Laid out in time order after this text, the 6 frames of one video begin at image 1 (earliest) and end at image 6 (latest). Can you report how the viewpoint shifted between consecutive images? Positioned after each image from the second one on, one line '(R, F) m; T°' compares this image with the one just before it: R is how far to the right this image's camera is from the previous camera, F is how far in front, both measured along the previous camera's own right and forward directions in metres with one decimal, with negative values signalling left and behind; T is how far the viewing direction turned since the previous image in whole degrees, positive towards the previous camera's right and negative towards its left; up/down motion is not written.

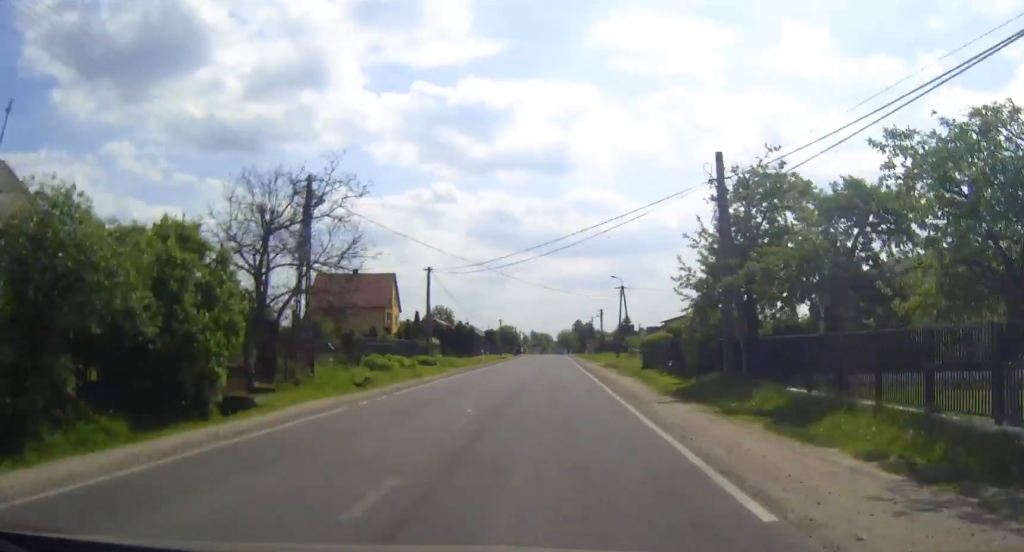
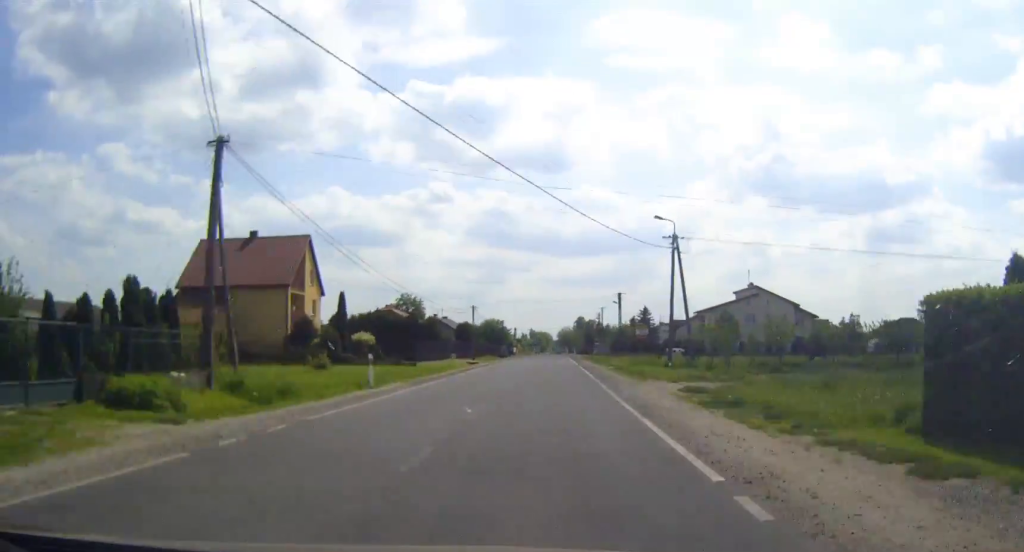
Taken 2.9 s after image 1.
(0.0, +40.2) m; 0°
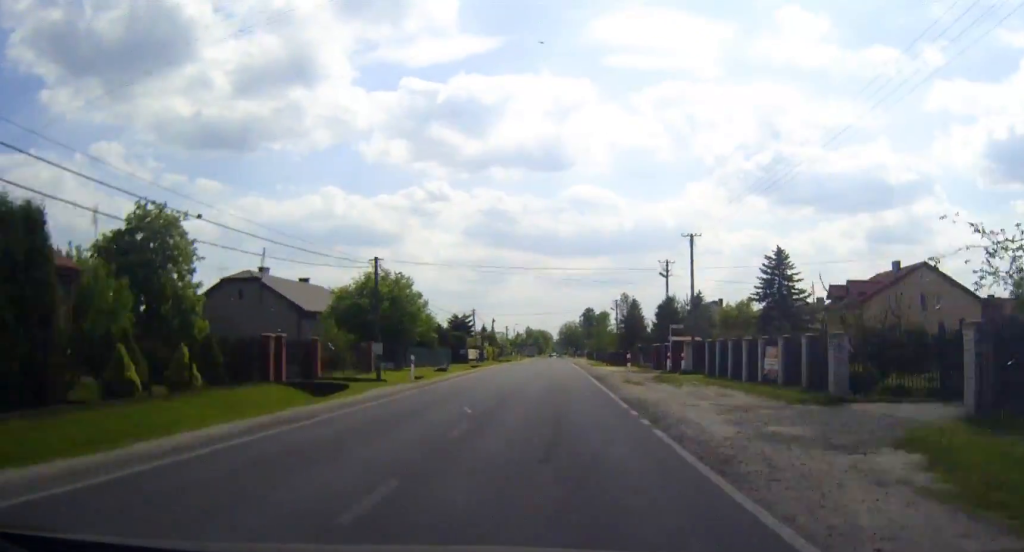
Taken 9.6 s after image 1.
(-0.3, +93.1) m; 0°
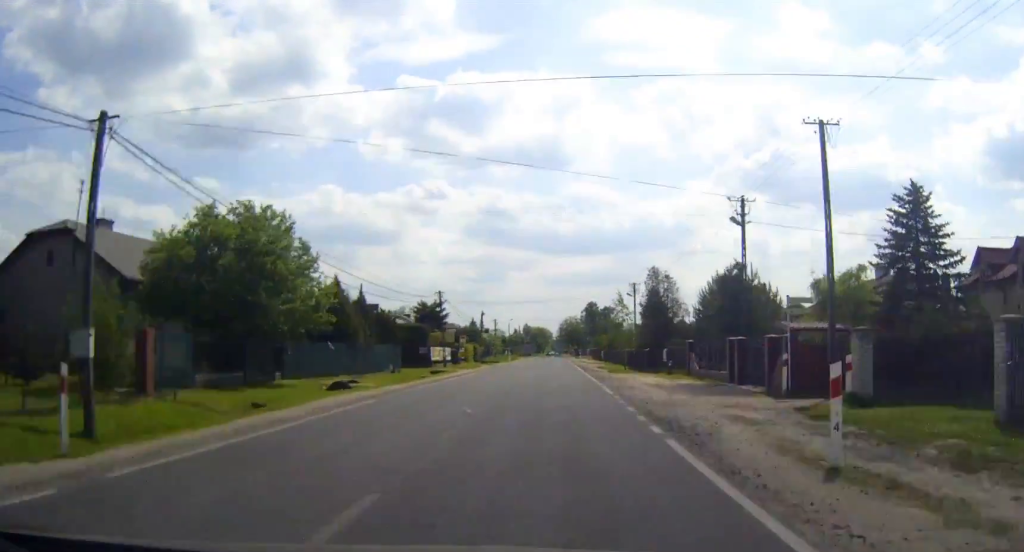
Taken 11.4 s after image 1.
(0.0, +25.0) m; 0°
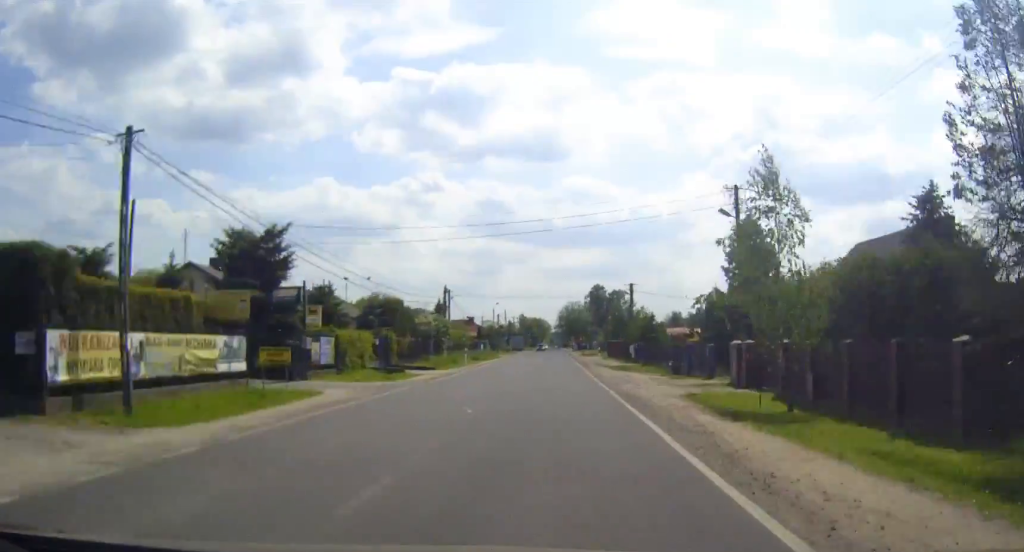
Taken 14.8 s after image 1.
(+0.1, +47.4) m; 0°
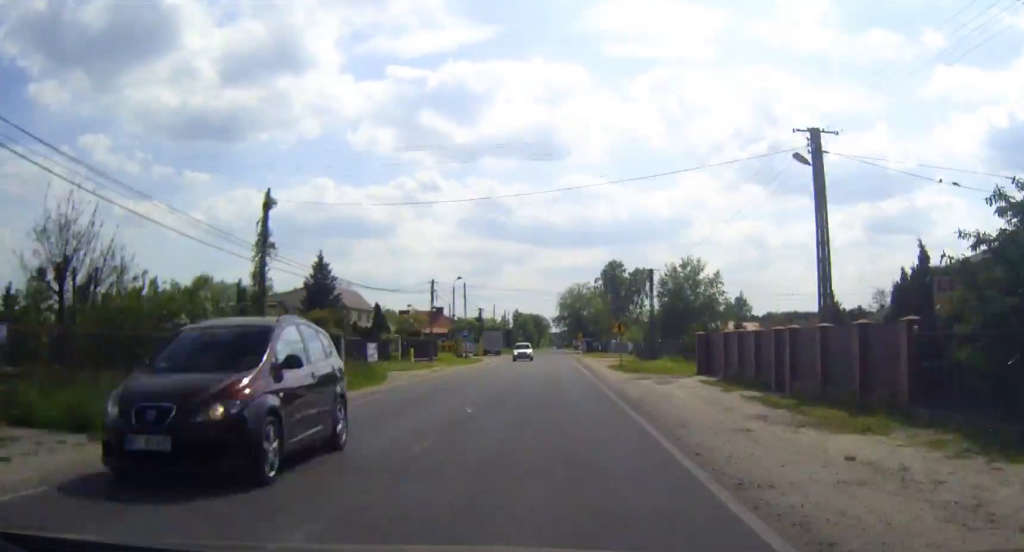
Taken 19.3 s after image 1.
(0.0, +62.8) m; 0°
